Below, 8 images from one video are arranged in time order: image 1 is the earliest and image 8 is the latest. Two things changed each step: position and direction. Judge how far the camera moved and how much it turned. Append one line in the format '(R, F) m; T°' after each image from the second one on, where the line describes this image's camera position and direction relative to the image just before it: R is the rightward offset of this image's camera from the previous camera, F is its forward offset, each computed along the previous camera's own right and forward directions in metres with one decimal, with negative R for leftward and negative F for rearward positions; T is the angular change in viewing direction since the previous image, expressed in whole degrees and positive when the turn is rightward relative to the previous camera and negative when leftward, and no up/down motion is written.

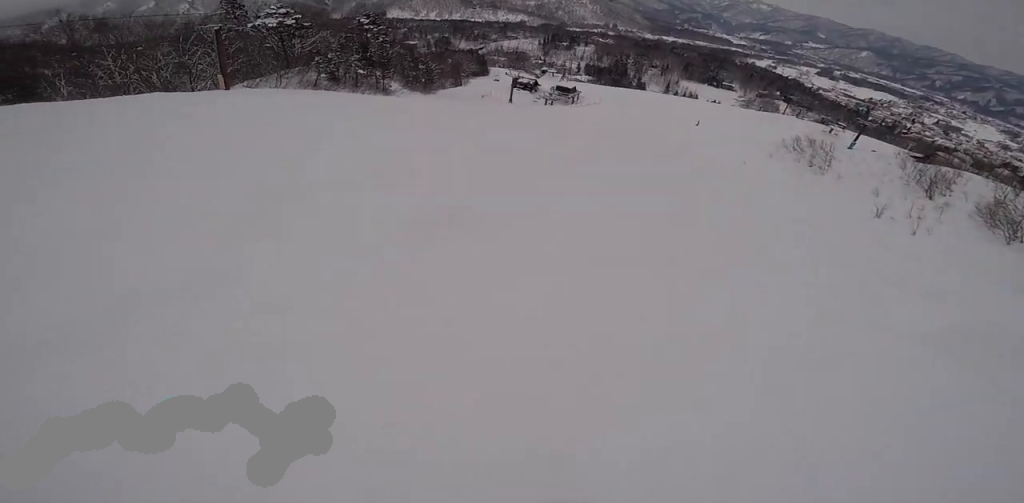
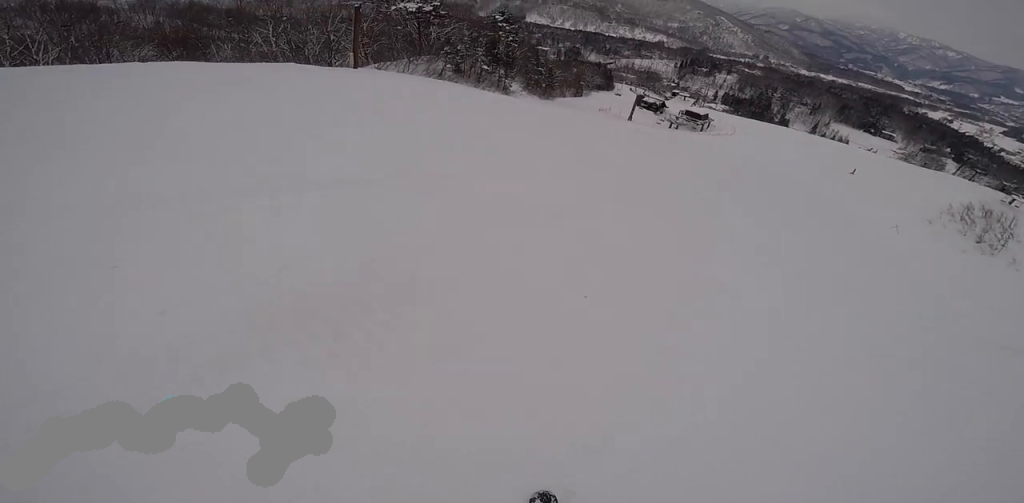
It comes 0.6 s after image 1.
(+0.6, +3.5) m; -7°
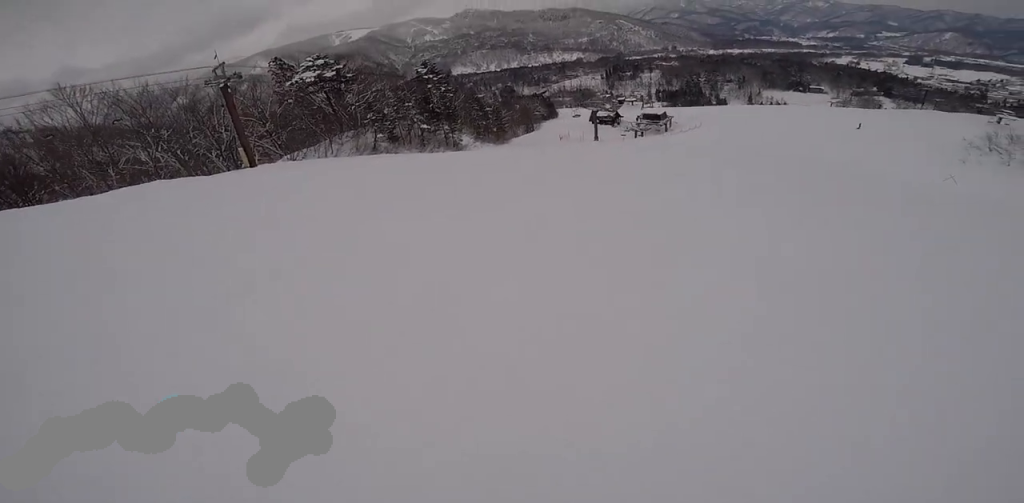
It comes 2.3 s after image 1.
(-2.8, +10.5) m; -5°
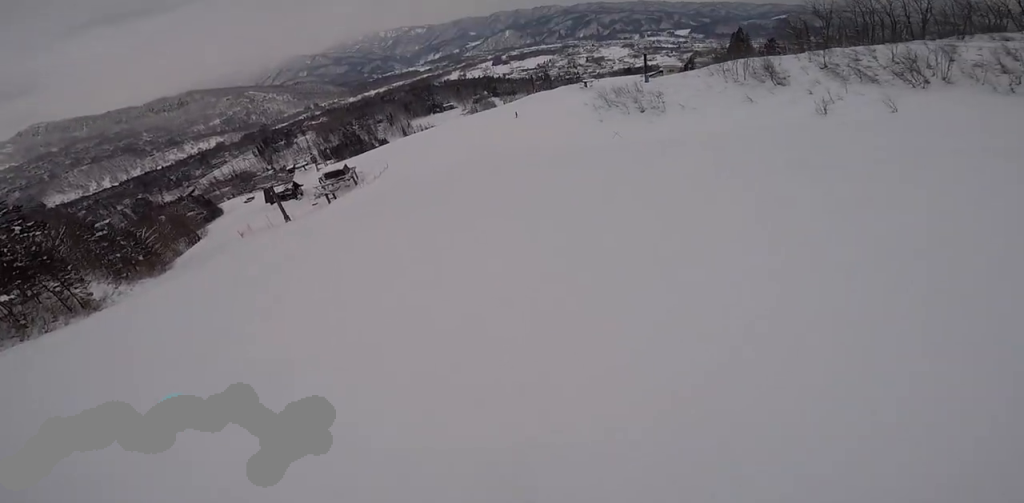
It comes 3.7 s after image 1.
(+3.3, +9.7) m; +41°
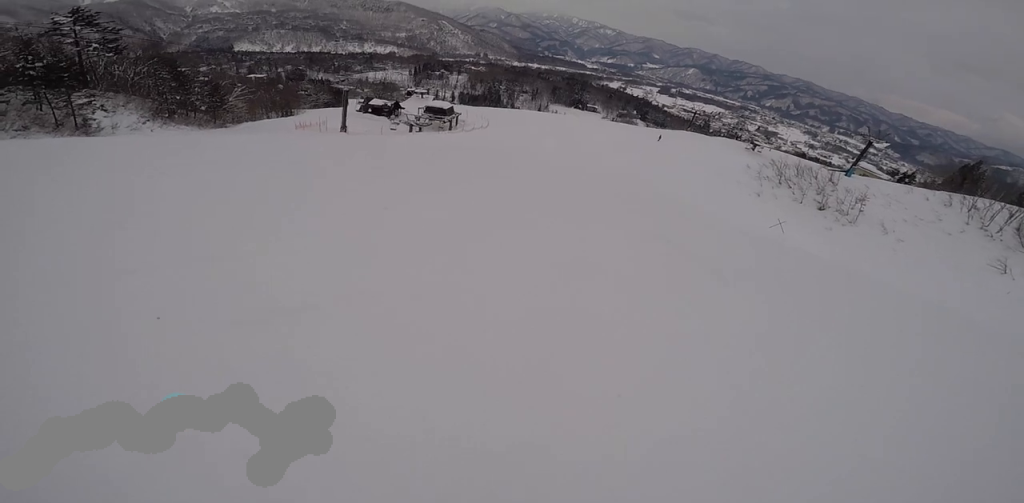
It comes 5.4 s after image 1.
(+1.2, +15.0) m; -3°
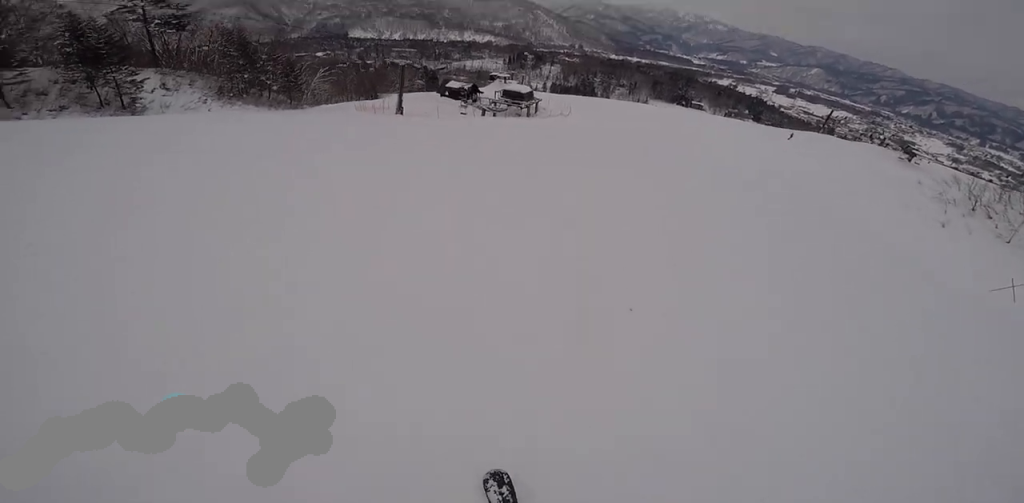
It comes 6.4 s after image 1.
(-0.7, +9.8) m; -7°
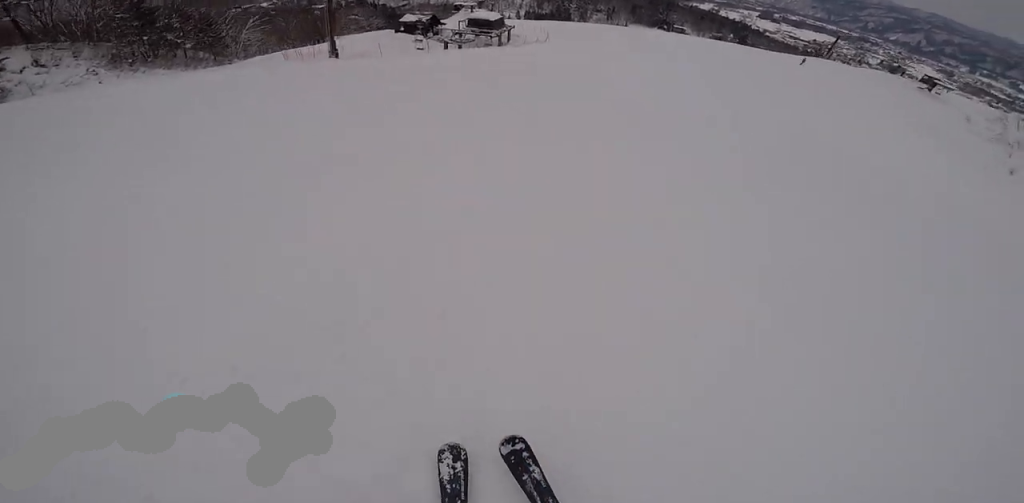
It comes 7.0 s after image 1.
(0.0, +7.1) m; -2°
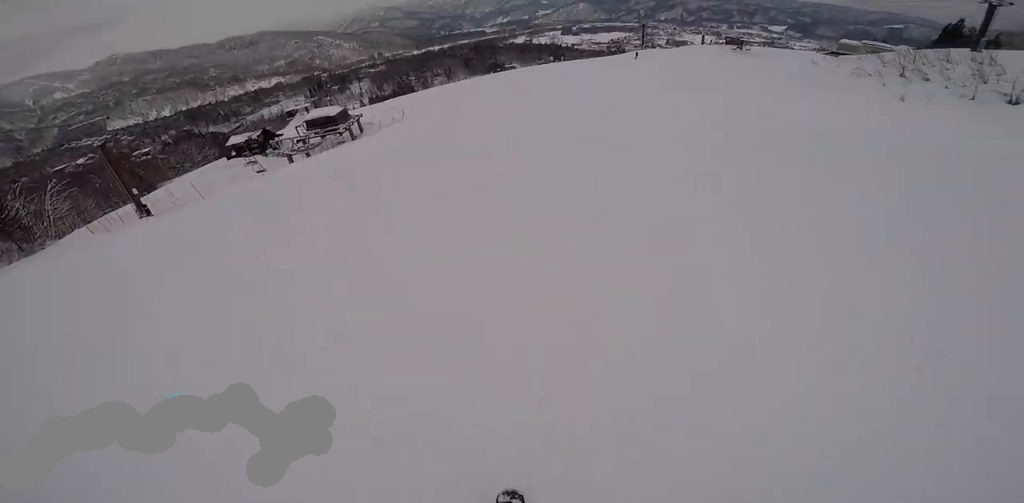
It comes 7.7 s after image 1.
(-0.8, +7.3) m; +1°
